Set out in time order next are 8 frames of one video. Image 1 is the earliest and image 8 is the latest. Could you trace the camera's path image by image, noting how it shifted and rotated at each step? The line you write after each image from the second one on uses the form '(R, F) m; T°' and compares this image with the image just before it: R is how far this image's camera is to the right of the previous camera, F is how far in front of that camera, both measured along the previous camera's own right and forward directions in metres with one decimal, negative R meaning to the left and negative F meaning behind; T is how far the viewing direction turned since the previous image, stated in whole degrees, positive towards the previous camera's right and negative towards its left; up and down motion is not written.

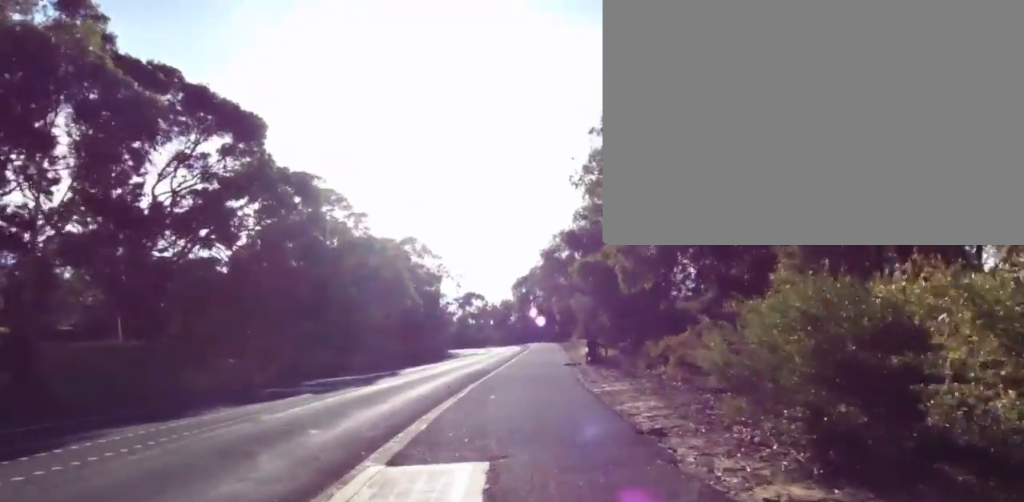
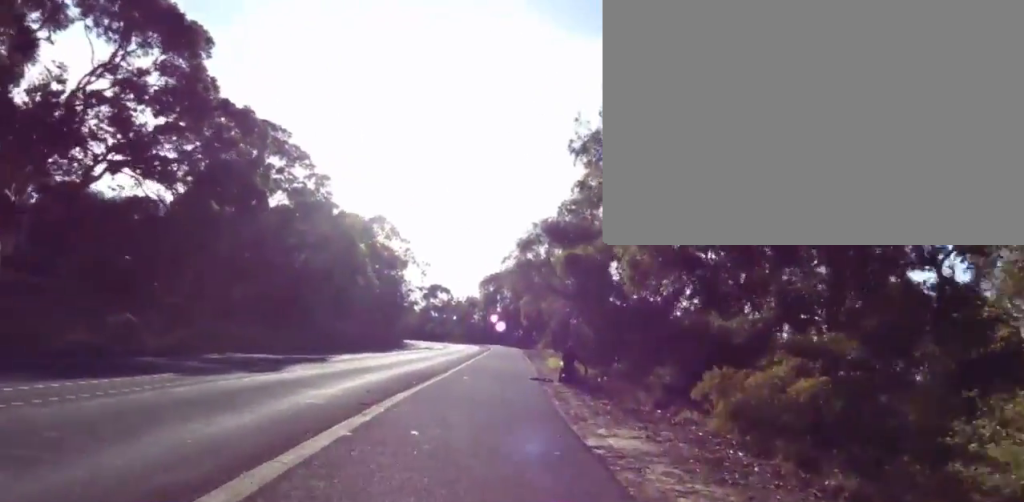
(+0.4, +4.8) m; +11°
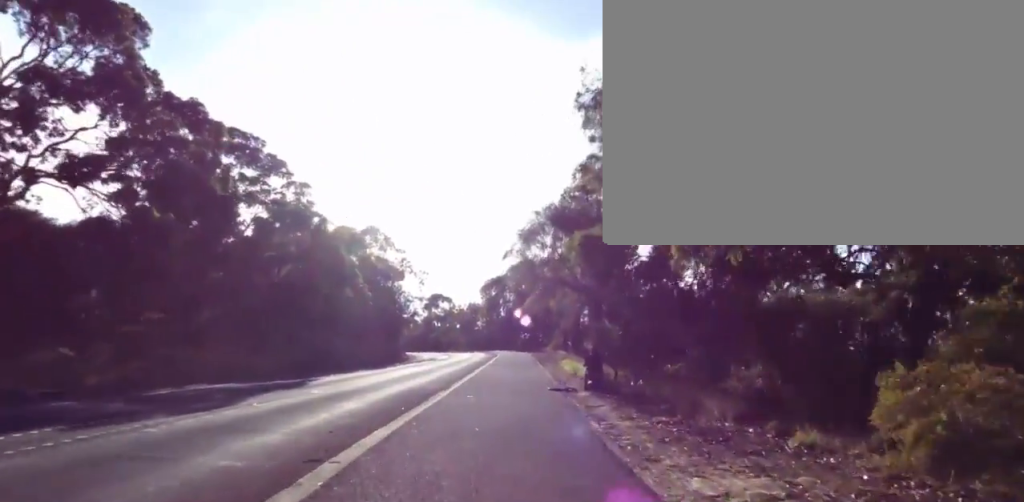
(+0.8, +3.1) m; -1°
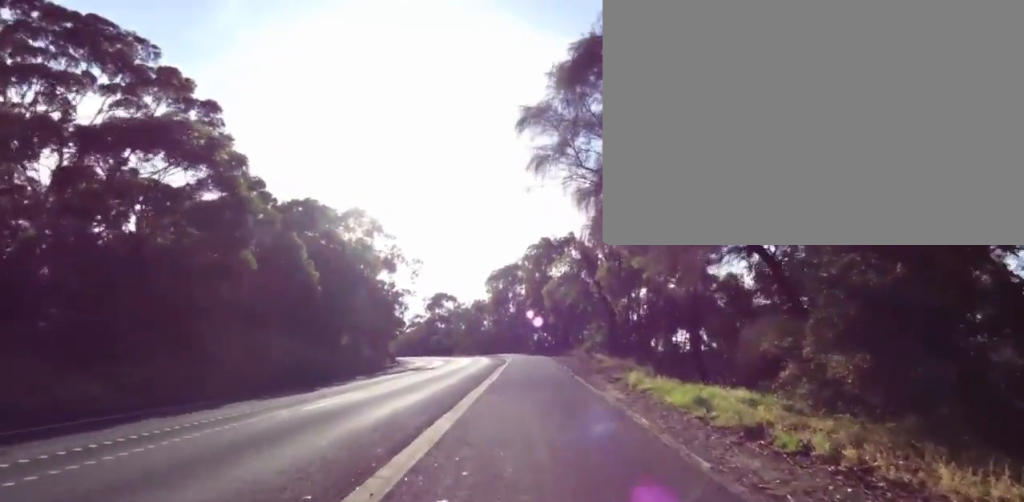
(-0.8, +13.9) m; 0°
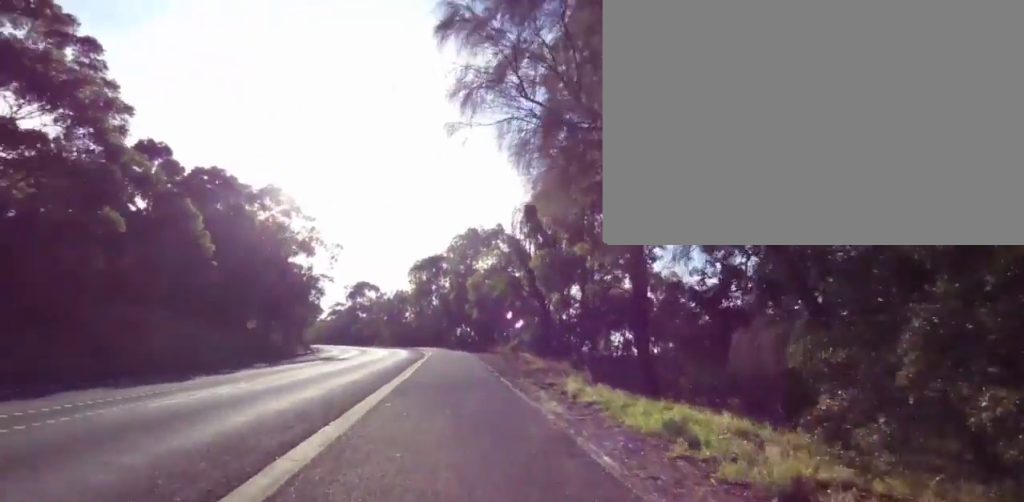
(+0.1, +2.7) m; 0°
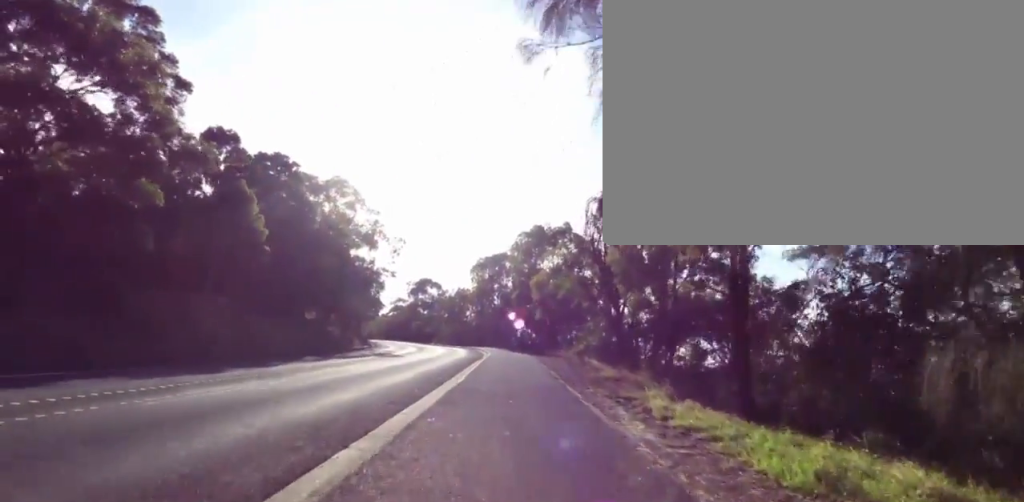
(+0.5, +2.1) m; +1°
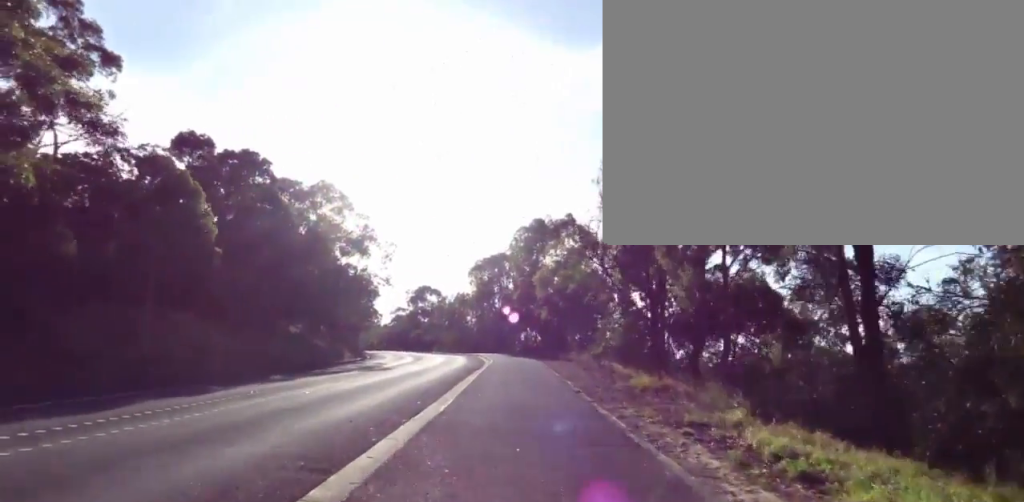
(-0.3, +4.0) m; -7°
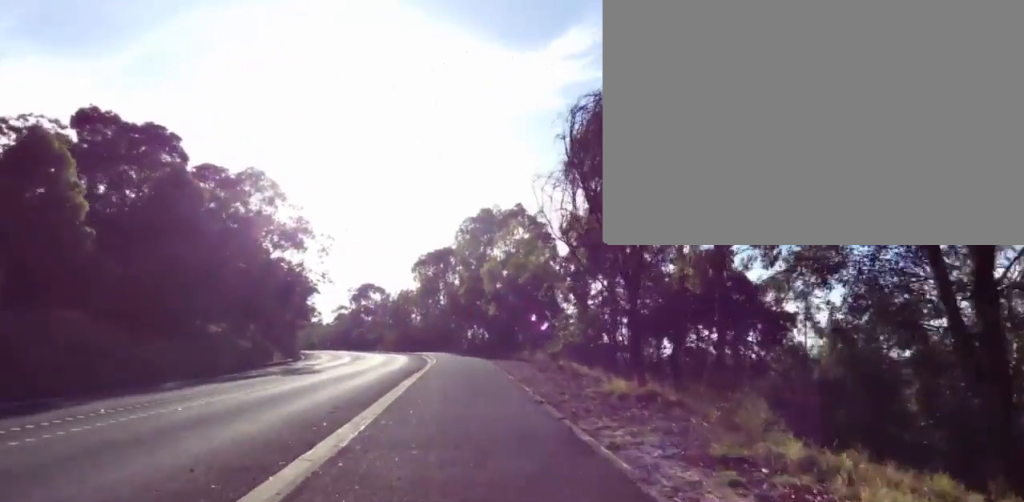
(-0.2, +2.9) m; -1°
